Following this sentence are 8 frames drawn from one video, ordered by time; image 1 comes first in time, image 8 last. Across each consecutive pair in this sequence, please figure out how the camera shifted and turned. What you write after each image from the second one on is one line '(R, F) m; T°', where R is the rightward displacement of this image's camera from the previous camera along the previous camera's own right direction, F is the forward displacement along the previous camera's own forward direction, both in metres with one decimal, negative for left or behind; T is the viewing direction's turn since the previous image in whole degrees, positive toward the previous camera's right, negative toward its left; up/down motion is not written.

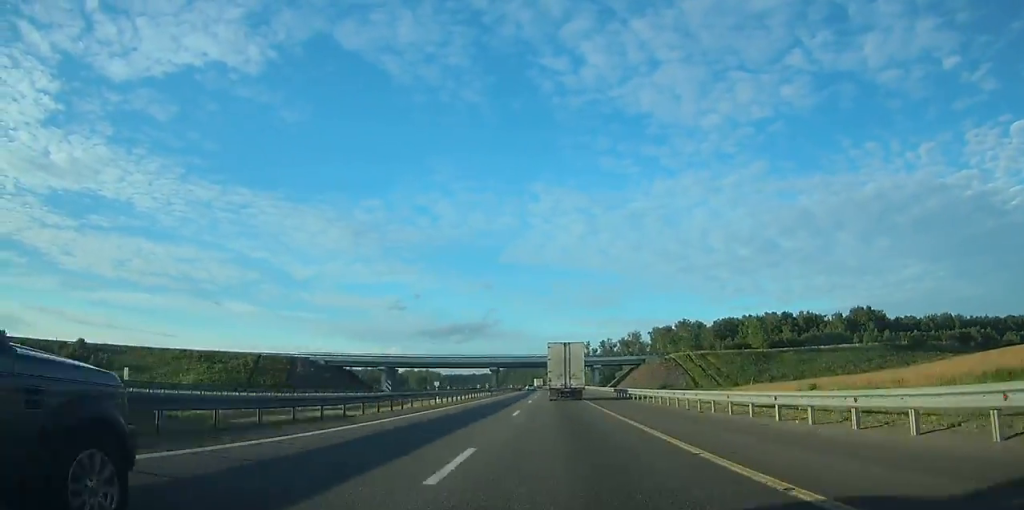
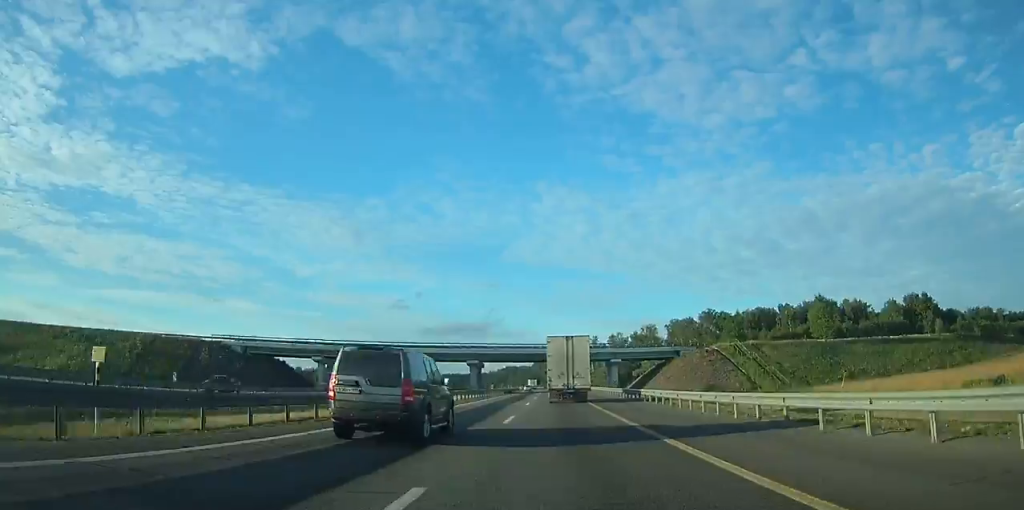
(-0.1, +36.7) m; -1°
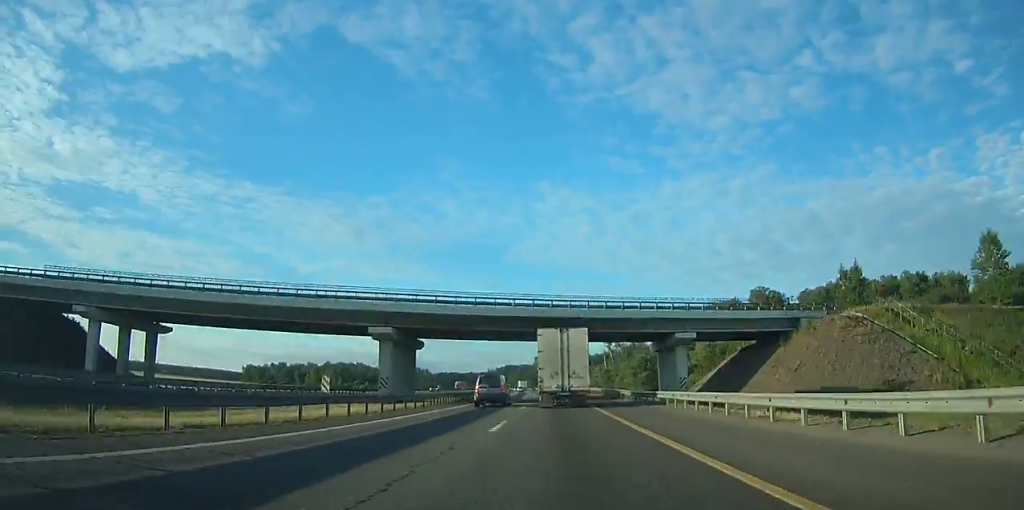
(-0.4, +53.5) m; -1°
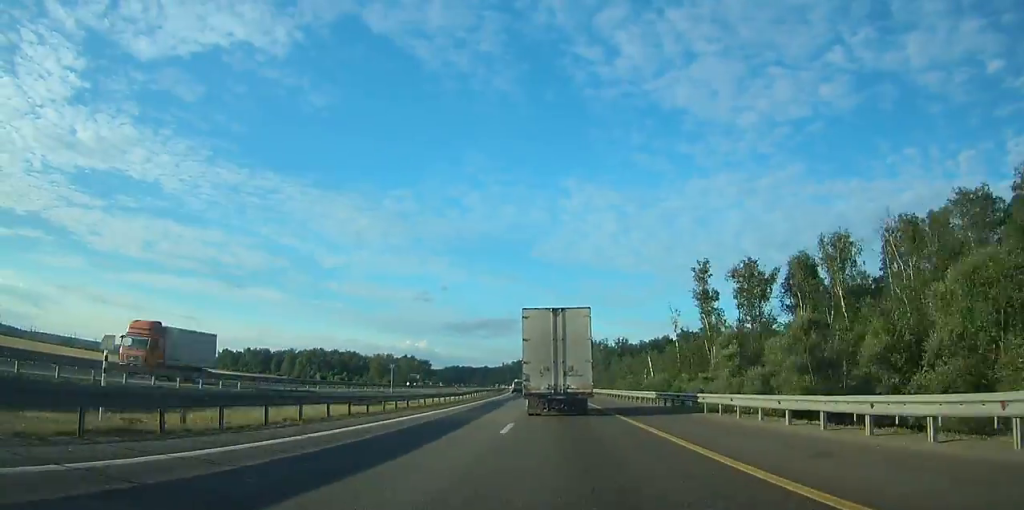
(-1.6, +102.2) m; -3°
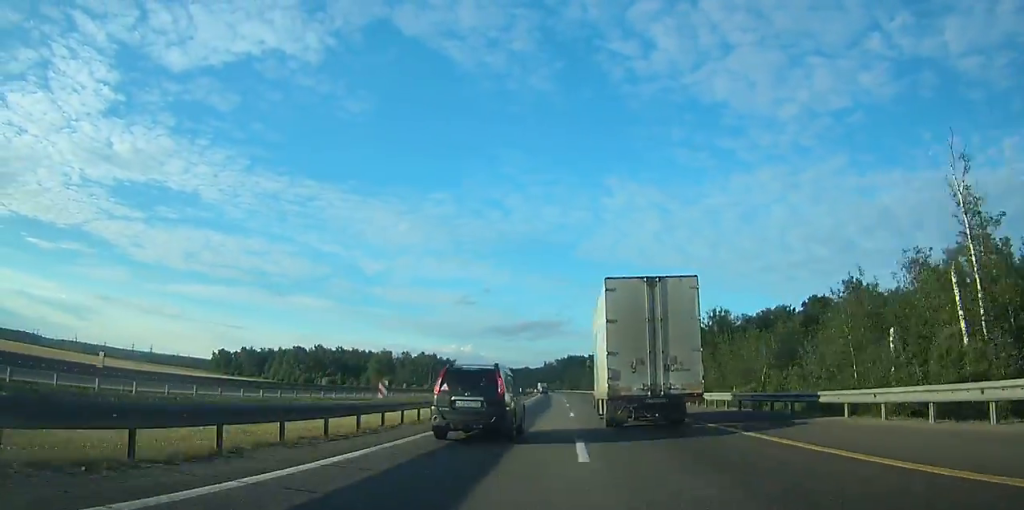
(-2.6, +84.7) m; -3°
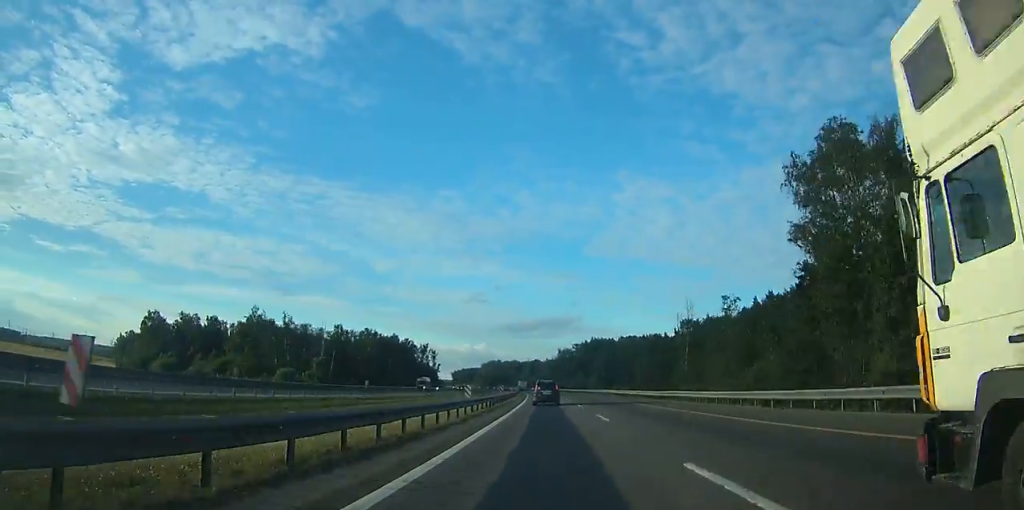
(-2.9, +126.5) m; -2°
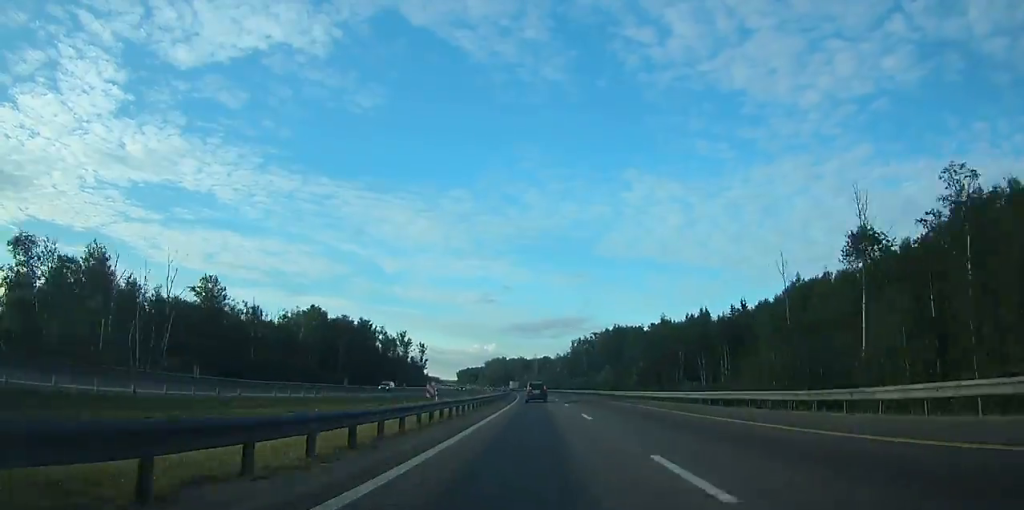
(-0.7, +66.0) m; -1°
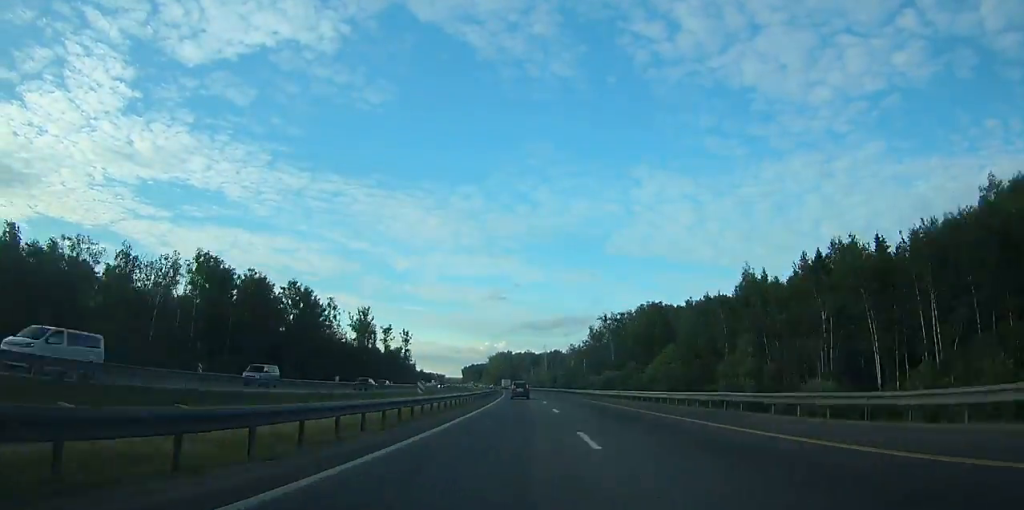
(-0.5, +59.7) m; -1°
